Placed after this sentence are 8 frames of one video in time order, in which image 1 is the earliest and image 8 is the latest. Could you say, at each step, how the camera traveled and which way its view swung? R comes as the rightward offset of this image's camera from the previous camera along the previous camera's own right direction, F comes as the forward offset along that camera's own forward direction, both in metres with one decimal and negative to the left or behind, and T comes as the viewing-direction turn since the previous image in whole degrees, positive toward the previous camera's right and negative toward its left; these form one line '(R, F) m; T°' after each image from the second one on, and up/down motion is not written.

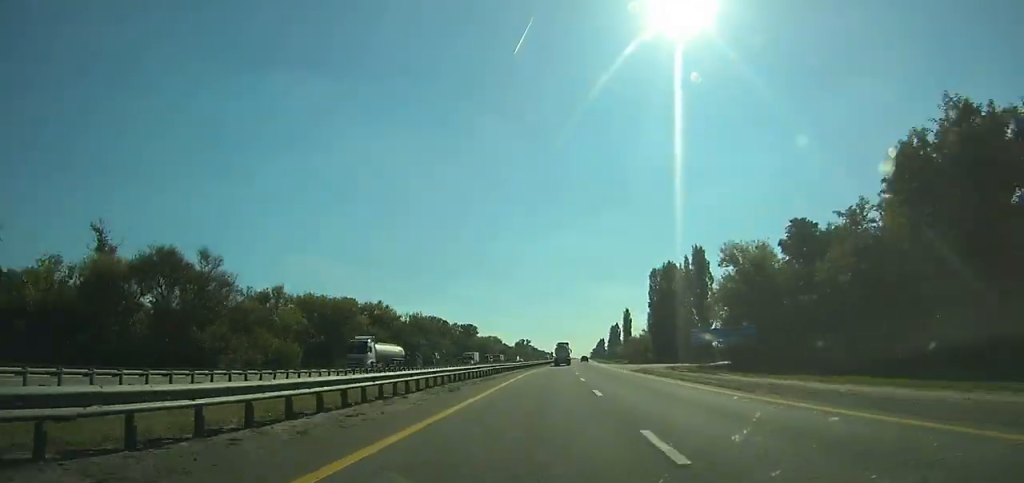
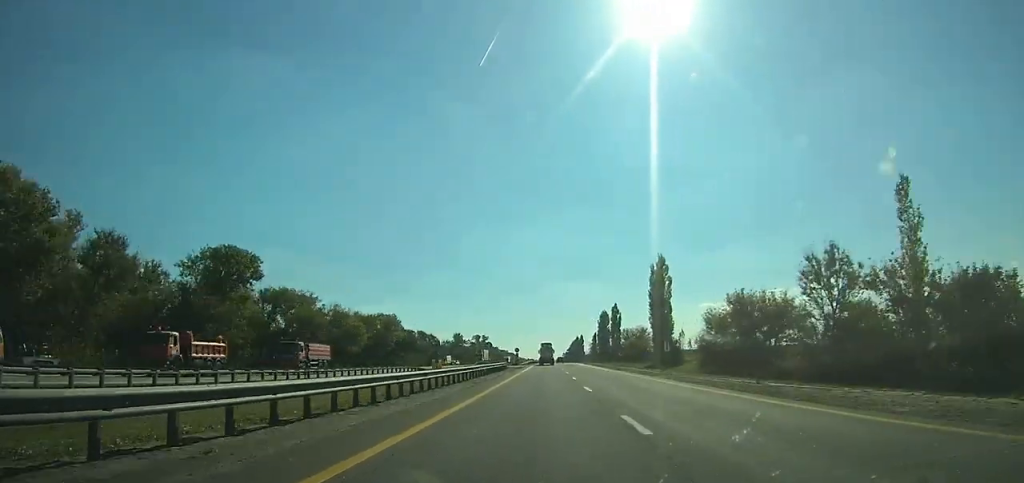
(+4.0, +130.2) m; +2°
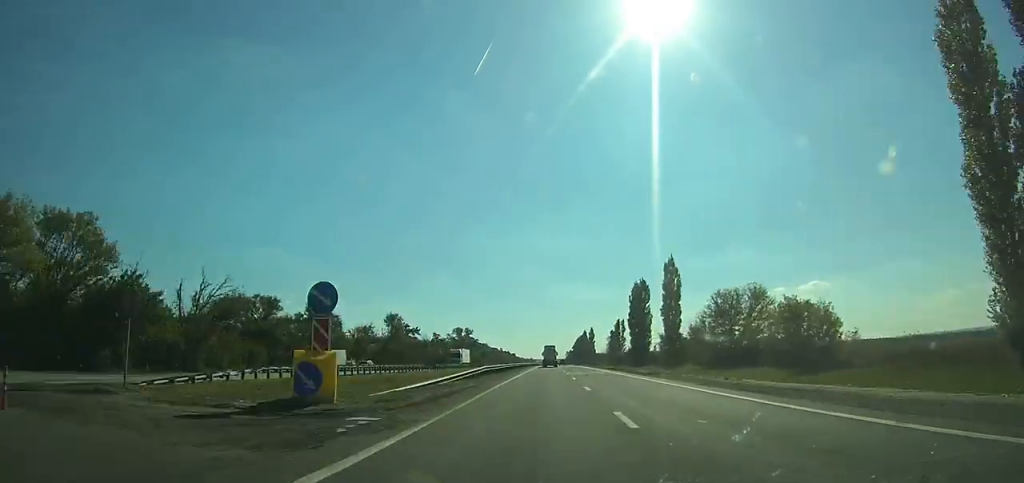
(+0.6, +98.6) m; 0°
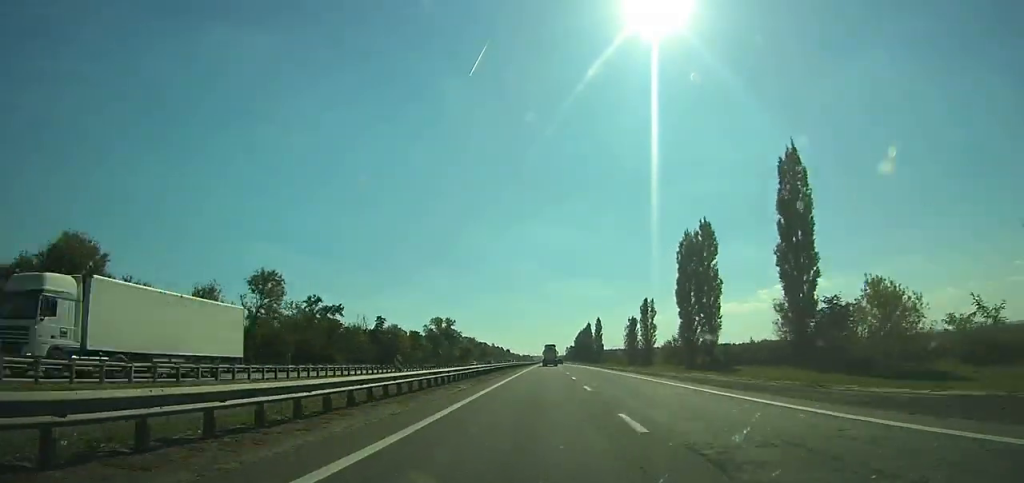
(+0.1, +62.3) m; 0°
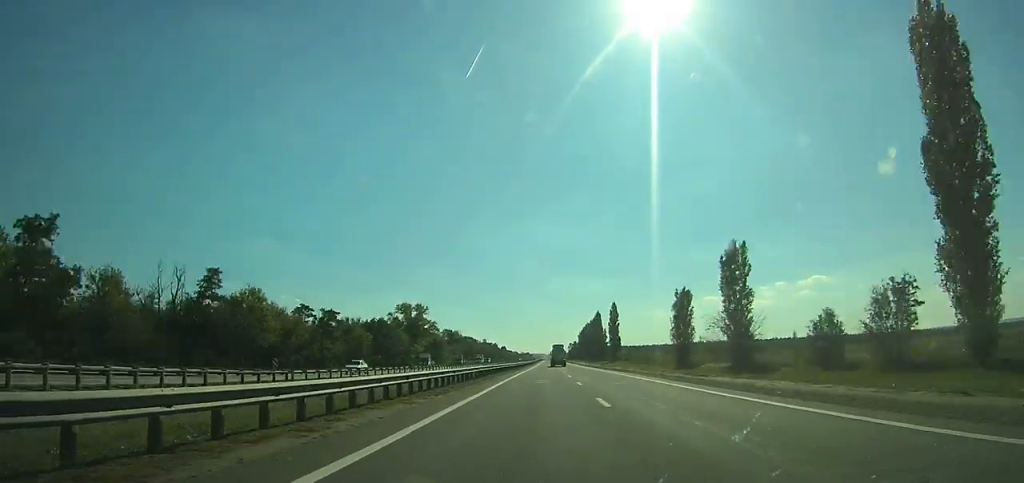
(+0.1, +67.3) m; 0°
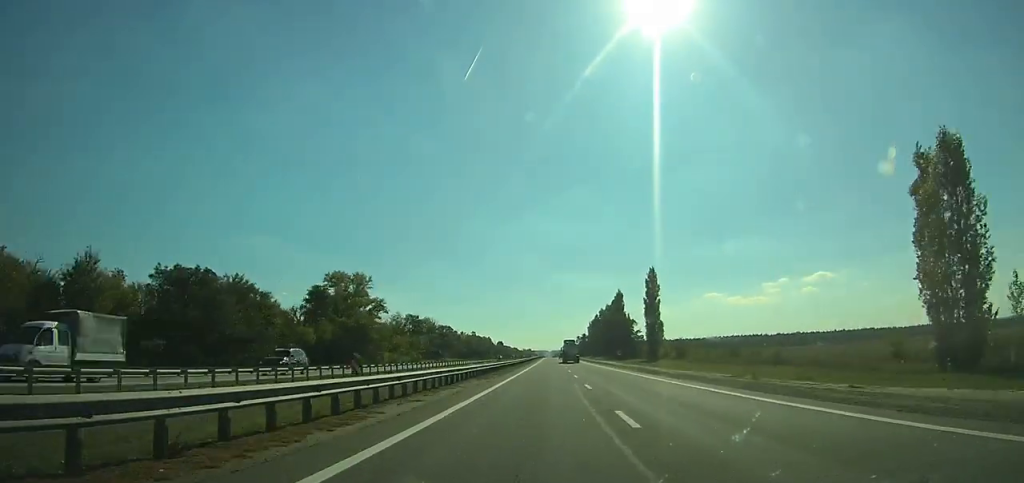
(-0.1, +74.8) m; 0°
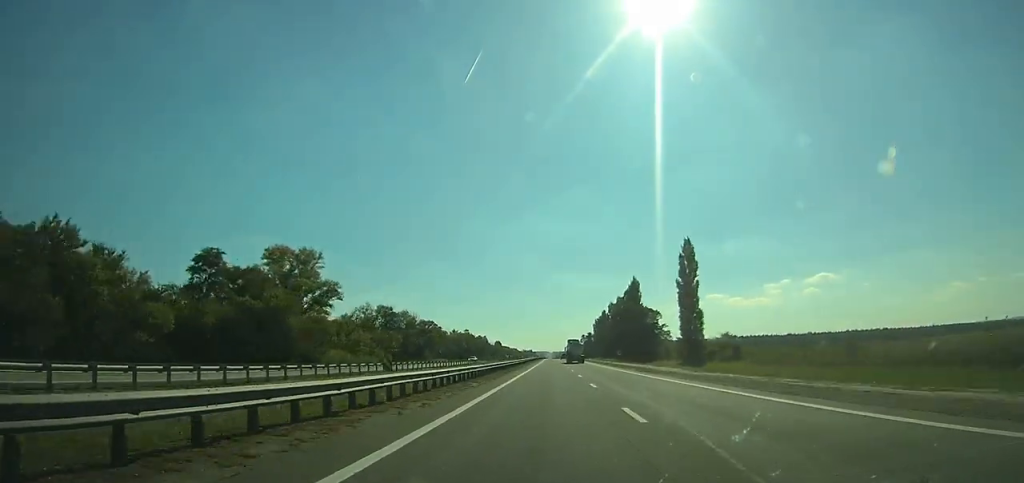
(0.0, +34.4) m; 0°
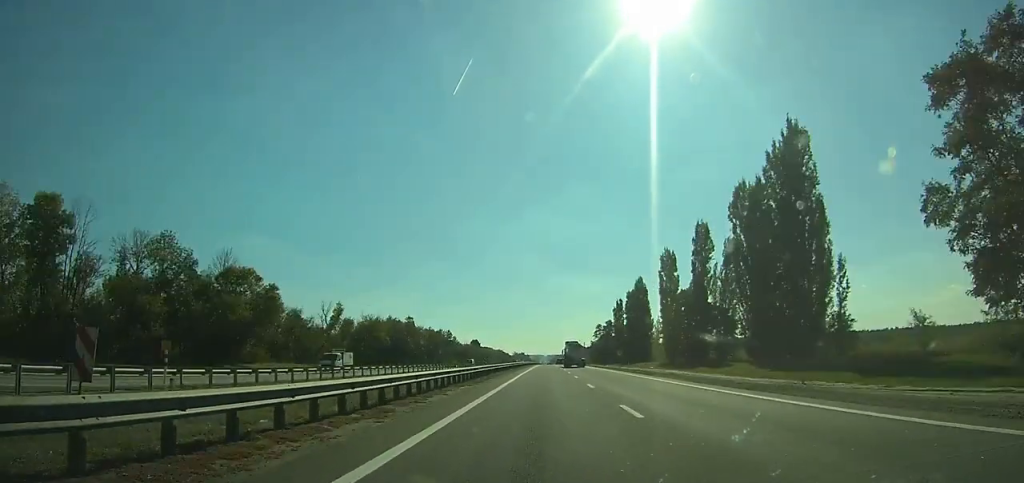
(-0.1, +117.2) m; 0°
